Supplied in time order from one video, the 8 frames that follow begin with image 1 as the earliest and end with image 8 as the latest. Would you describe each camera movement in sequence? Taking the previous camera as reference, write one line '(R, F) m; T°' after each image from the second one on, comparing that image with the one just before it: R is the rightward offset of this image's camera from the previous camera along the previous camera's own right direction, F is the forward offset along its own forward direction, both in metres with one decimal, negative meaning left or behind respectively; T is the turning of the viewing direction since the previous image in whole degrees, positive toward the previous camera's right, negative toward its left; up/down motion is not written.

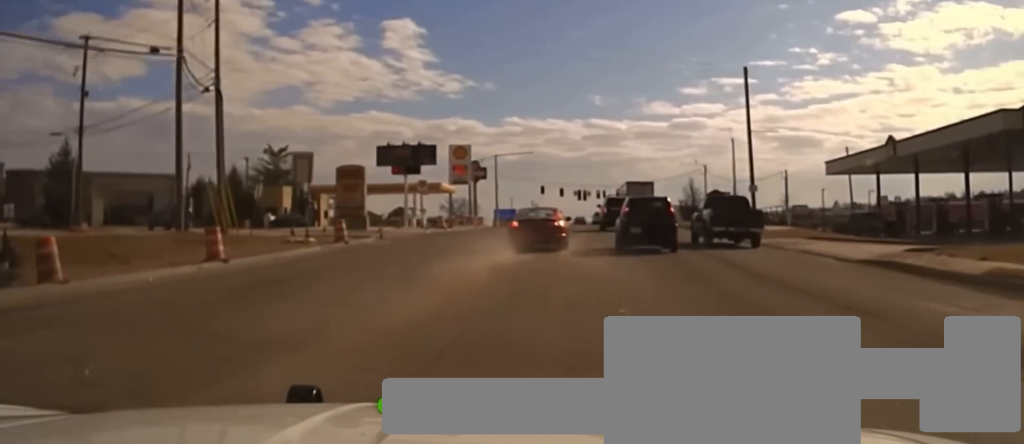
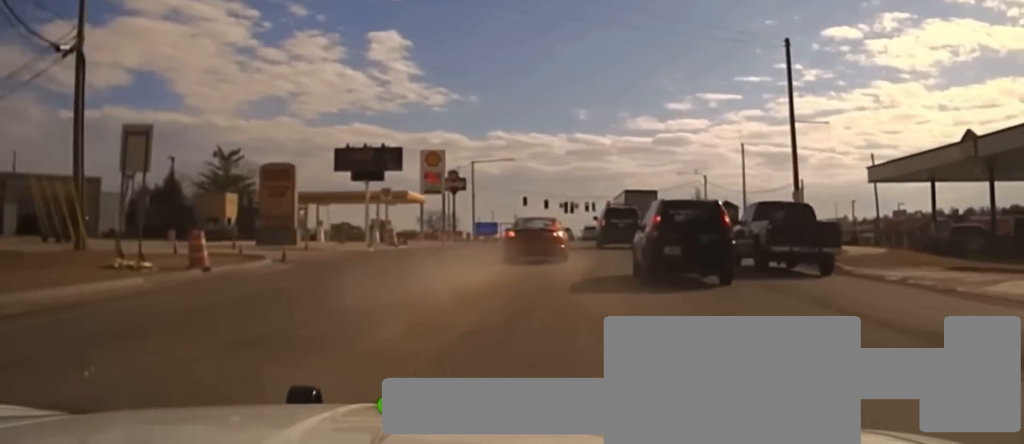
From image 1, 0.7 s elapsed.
(+0.2, +15.5) m; -1°
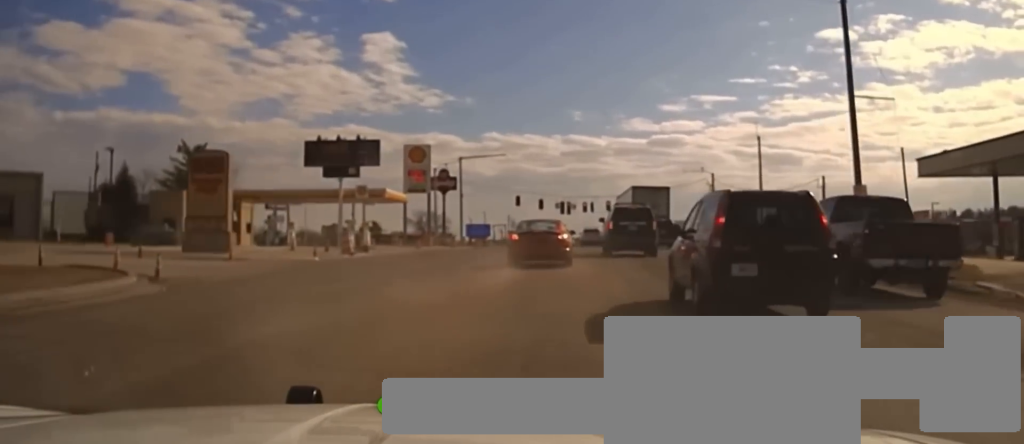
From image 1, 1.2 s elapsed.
(+0.4, +11.6) m; -1°
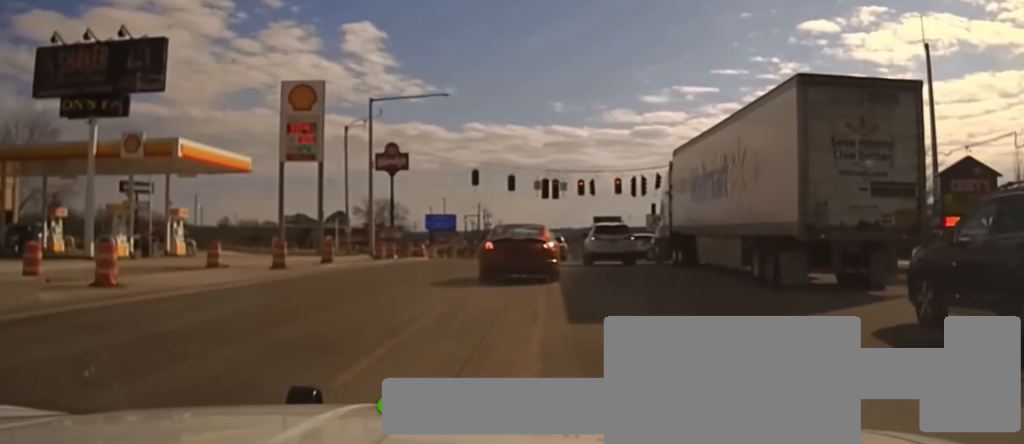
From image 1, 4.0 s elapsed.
(-1.0, +53.8) m; +2°
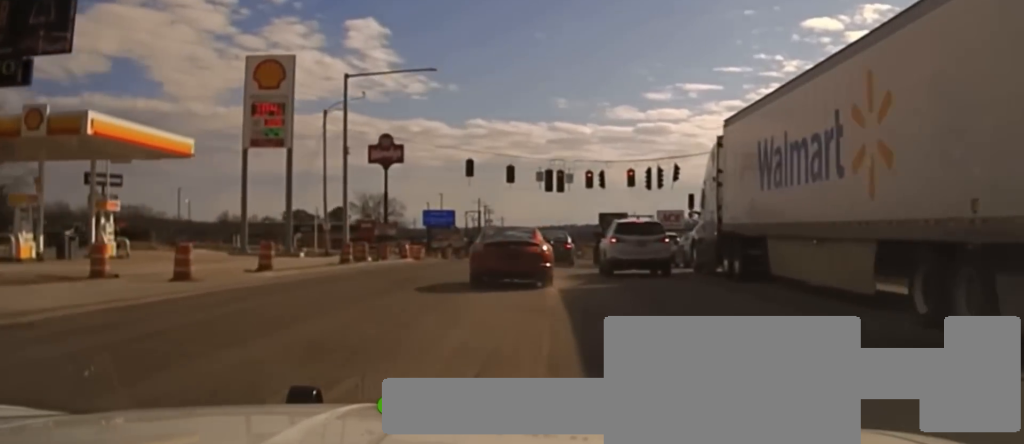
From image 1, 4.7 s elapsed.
(+0.2, +11.1) m; +2°
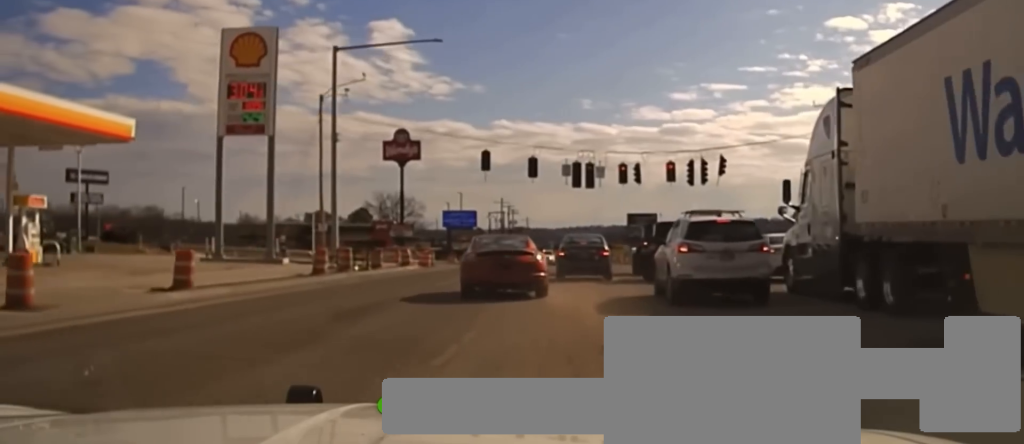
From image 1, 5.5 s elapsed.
(+0.2, +11.0) m; 0°
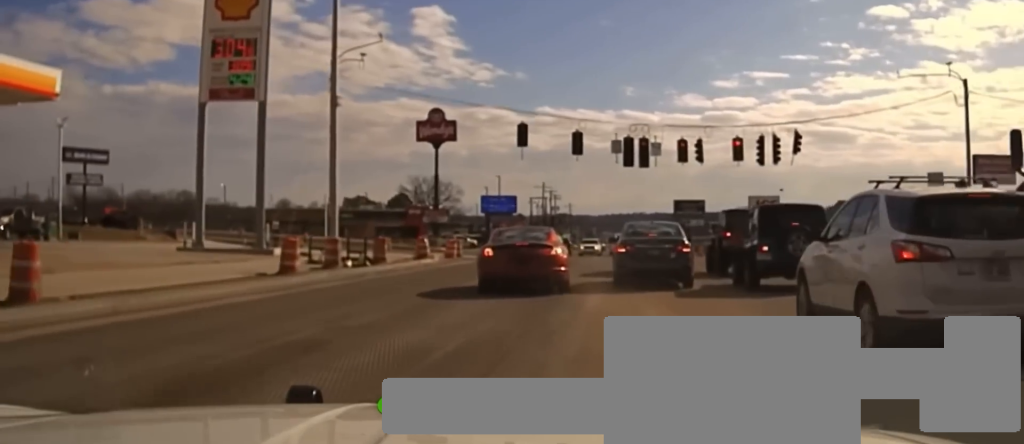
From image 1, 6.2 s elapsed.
(+0.3, +9.9) m; -2°
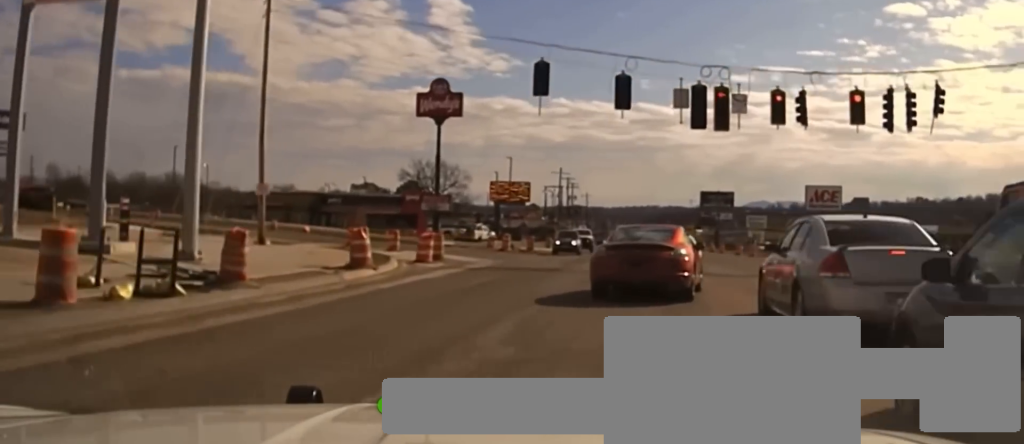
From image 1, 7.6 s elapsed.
(-1.3, +17.5) m; -2°
